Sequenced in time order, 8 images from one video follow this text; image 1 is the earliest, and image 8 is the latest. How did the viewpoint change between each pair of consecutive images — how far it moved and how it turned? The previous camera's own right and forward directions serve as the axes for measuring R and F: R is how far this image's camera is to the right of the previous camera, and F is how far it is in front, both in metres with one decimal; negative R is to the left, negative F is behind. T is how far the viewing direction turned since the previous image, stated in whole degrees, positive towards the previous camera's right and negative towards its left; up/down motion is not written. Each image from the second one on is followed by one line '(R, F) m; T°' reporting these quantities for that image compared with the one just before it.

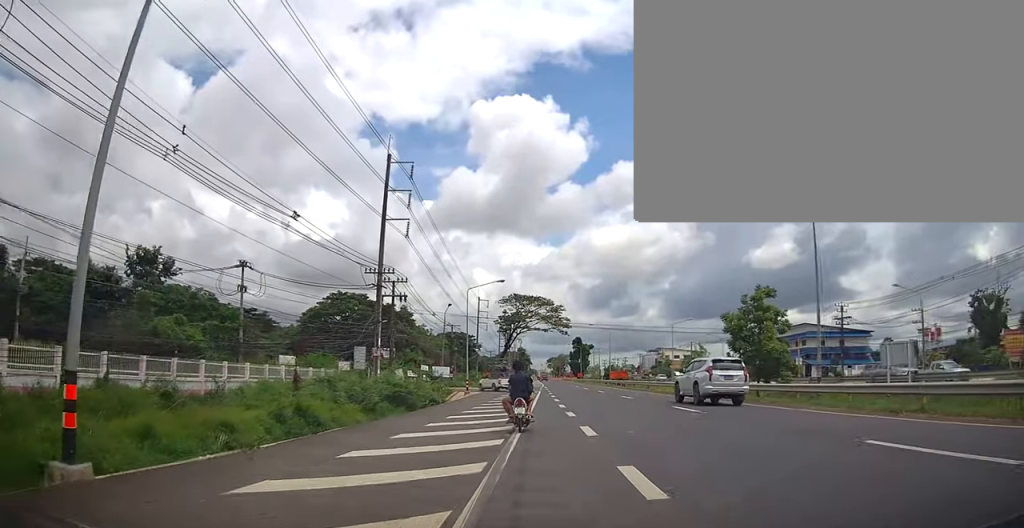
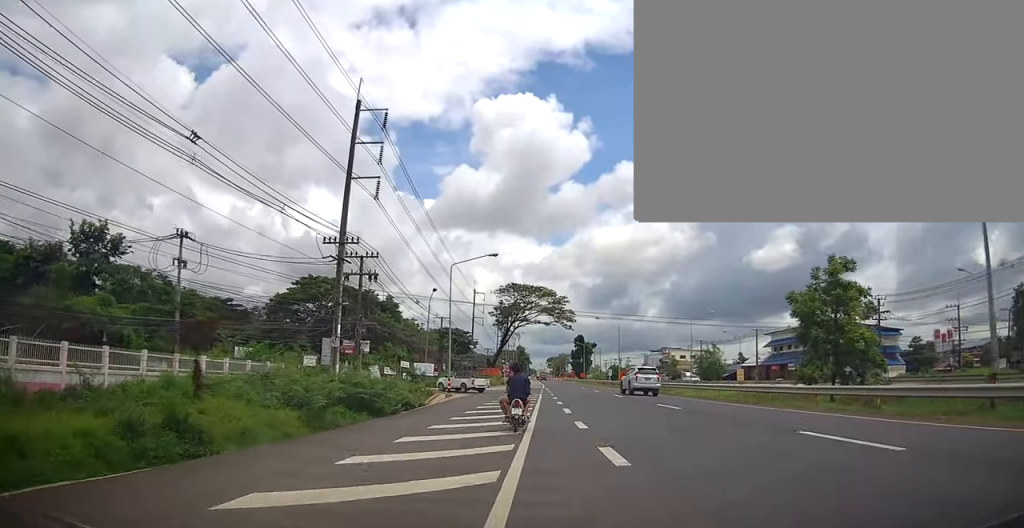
(-0.8, +9.5) m; -3°
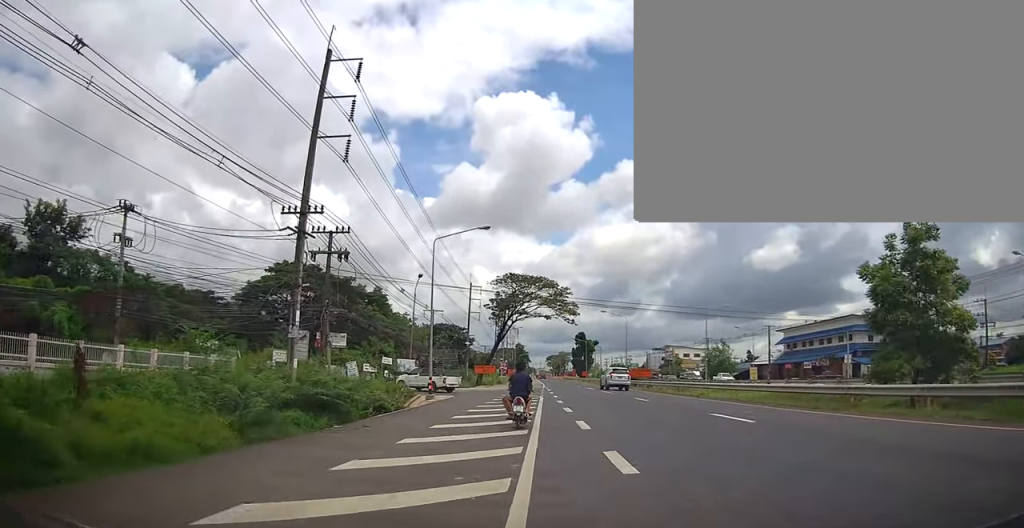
(-0.1, +6.5) m; +4°
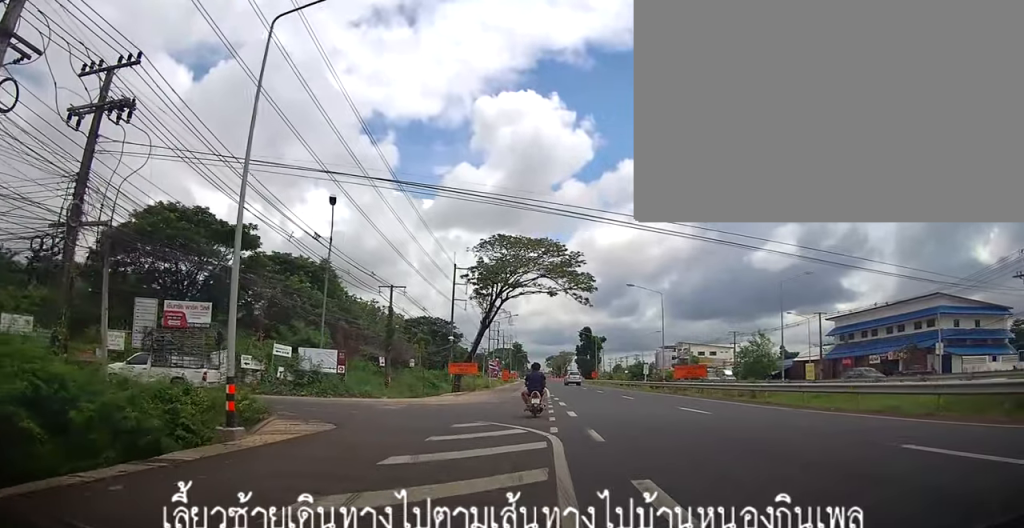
(+0.2, +21.4) m; 0°
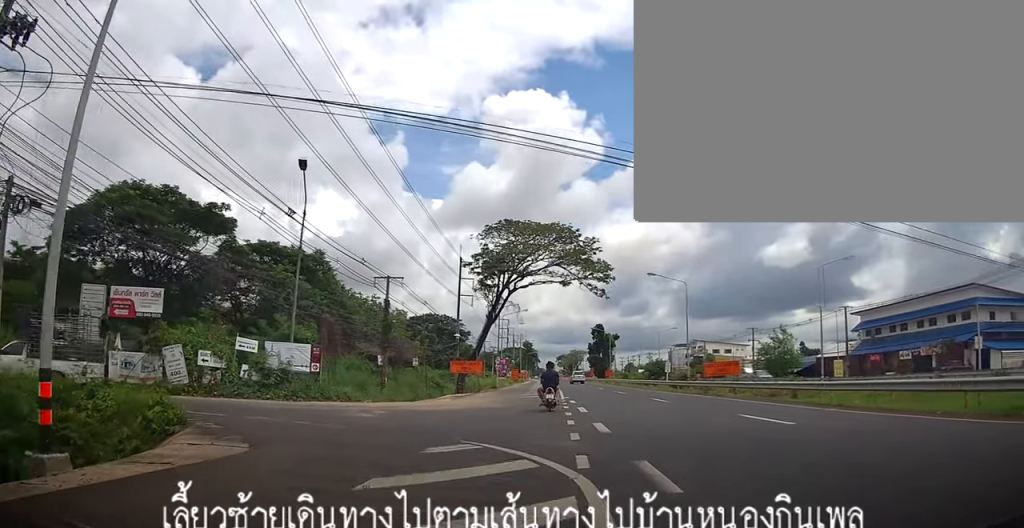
(+0.5, +5.5) m; +1°
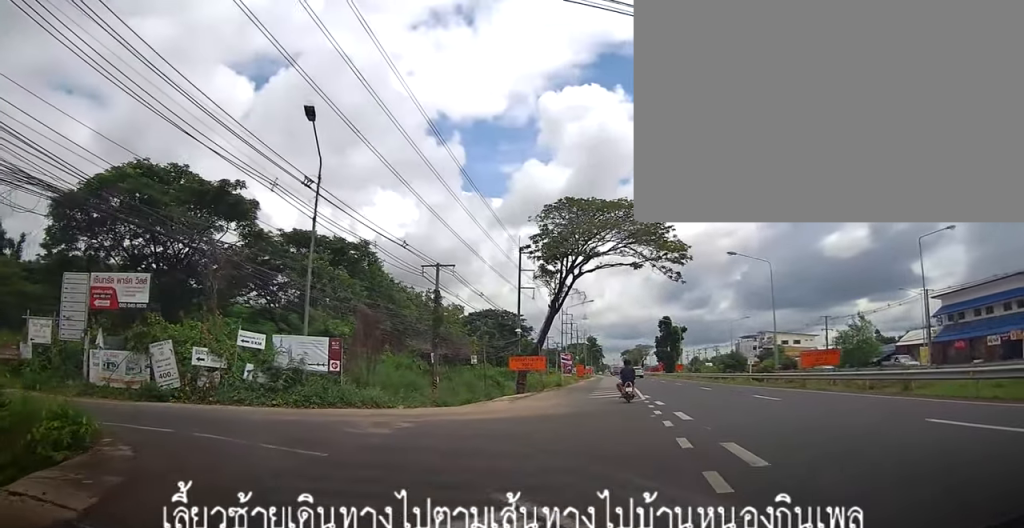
(-0.5, +6.0) m; -5°
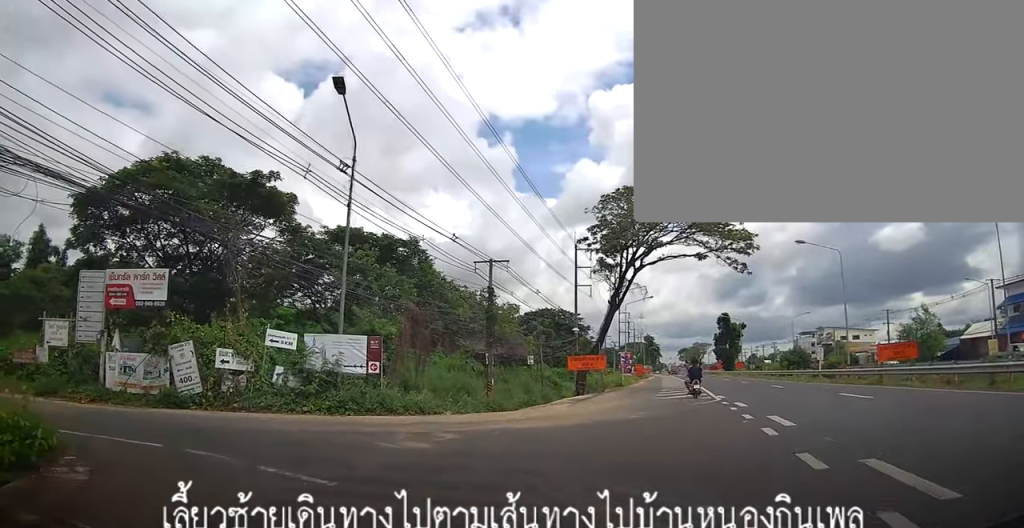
(-0.1, +2.8) m; -3°
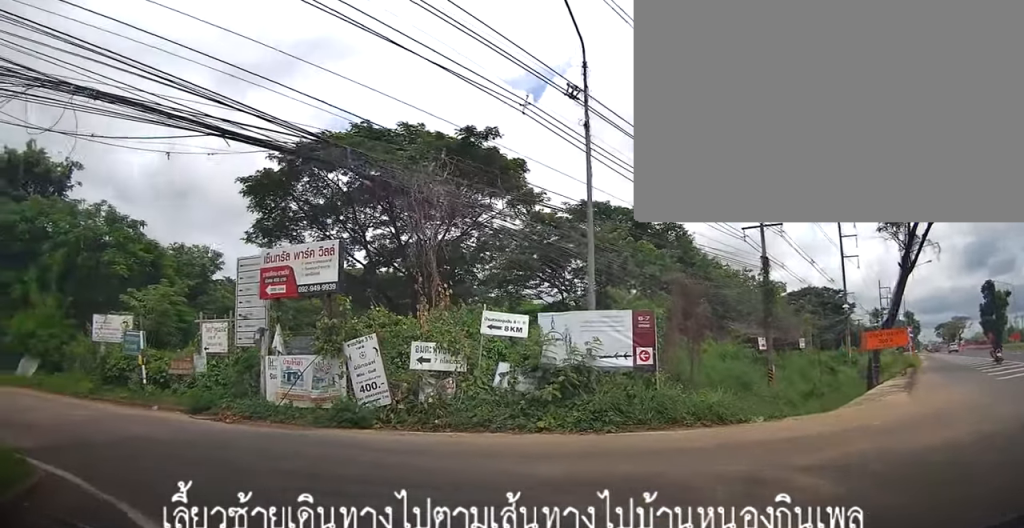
(-0.6, +7.1) m; -14°
